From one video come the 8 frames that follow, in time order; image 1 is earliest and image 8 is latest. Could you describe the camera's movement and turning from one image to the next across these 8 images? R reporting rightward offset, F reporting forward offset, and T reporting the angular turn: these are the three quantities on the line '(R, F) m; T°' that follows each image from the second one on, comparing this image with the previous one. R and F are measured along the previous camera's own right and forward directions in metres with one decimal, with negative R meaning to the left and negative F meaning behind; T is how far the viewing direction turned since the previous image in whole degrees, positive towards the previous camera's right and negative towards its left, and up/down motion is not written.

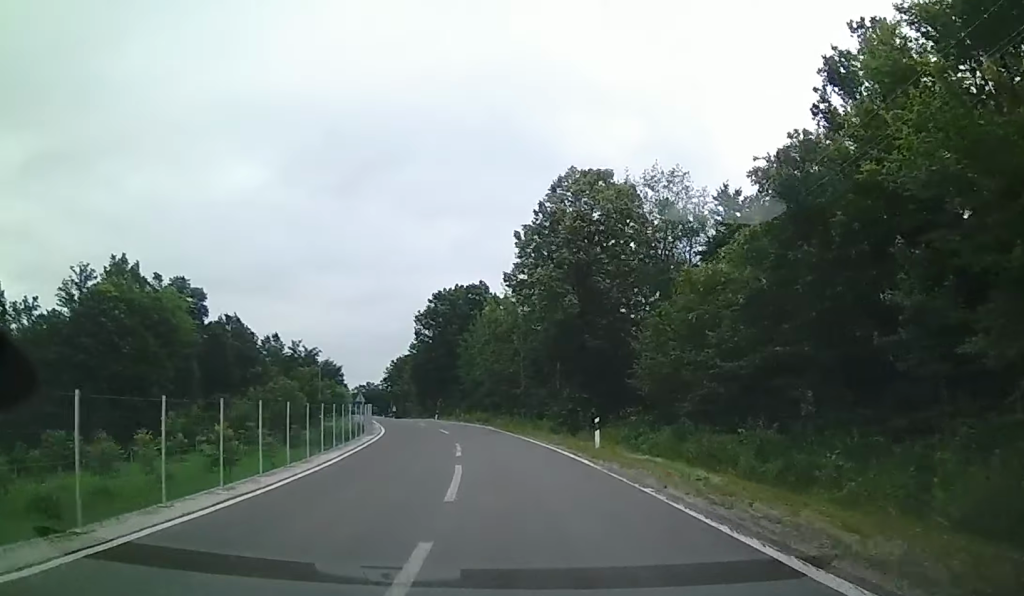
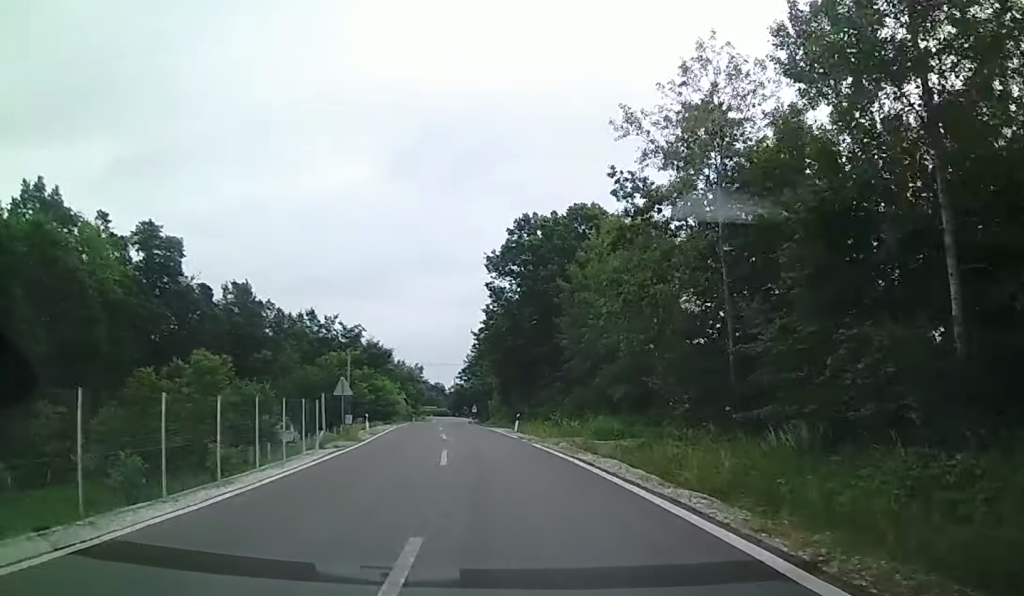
(-2.6, +33.4) m; -9°
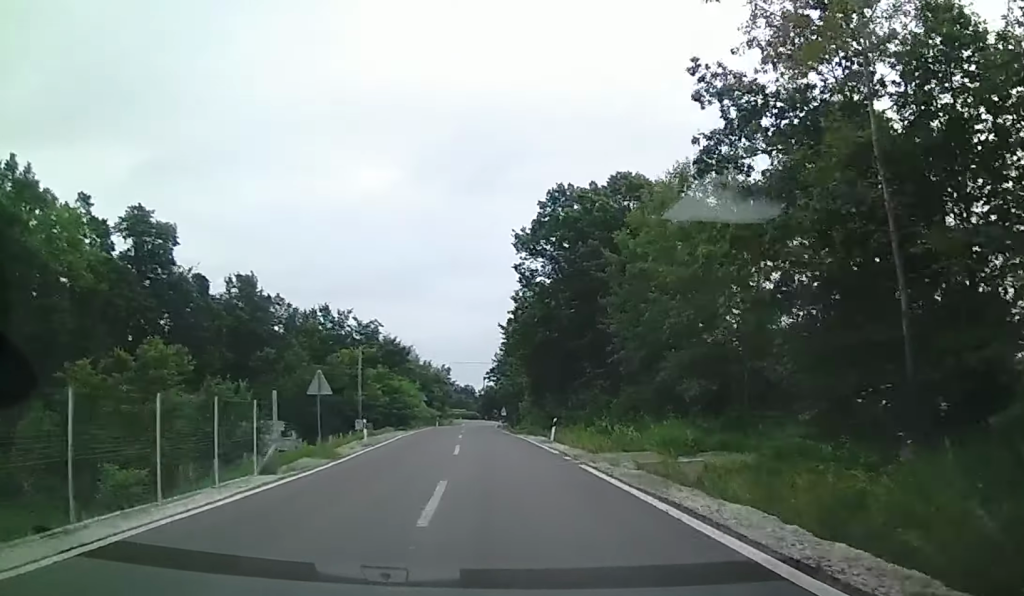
(-0.2, +7.6) m; -1°
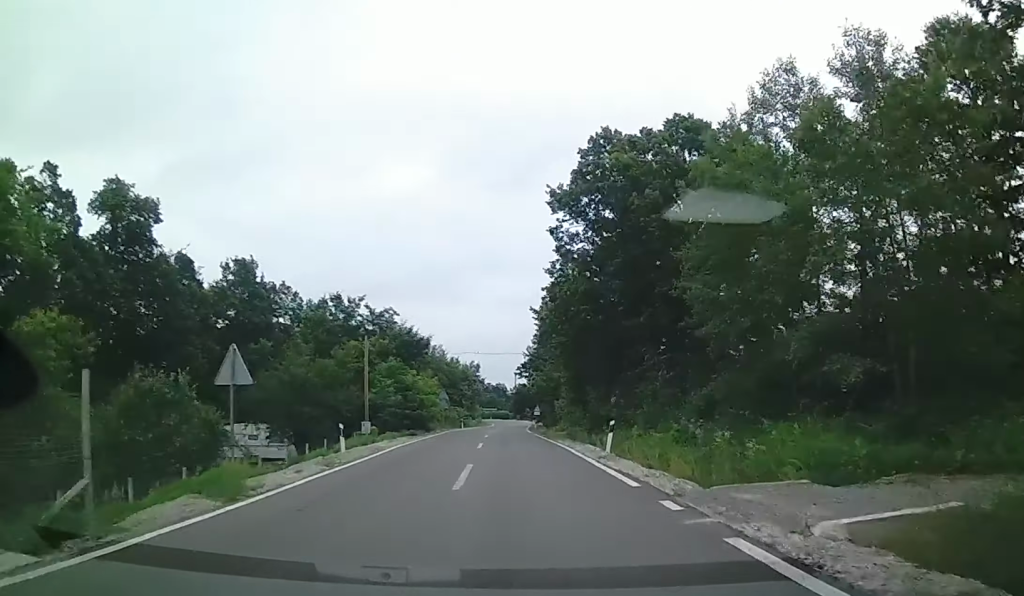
(0.0, +9.1) m; -2°
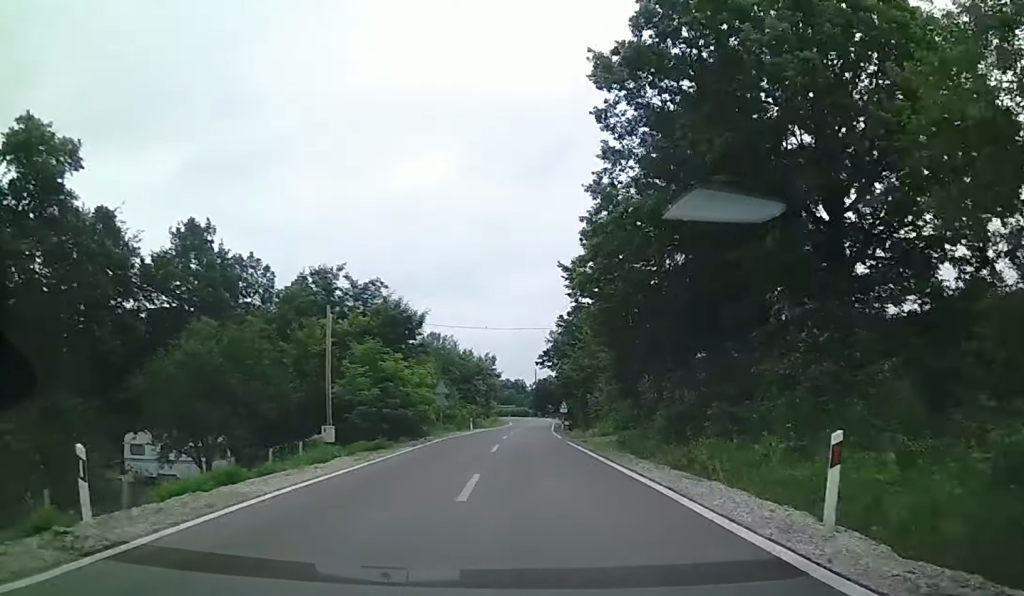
(-0.4, +14.1) m; -2°
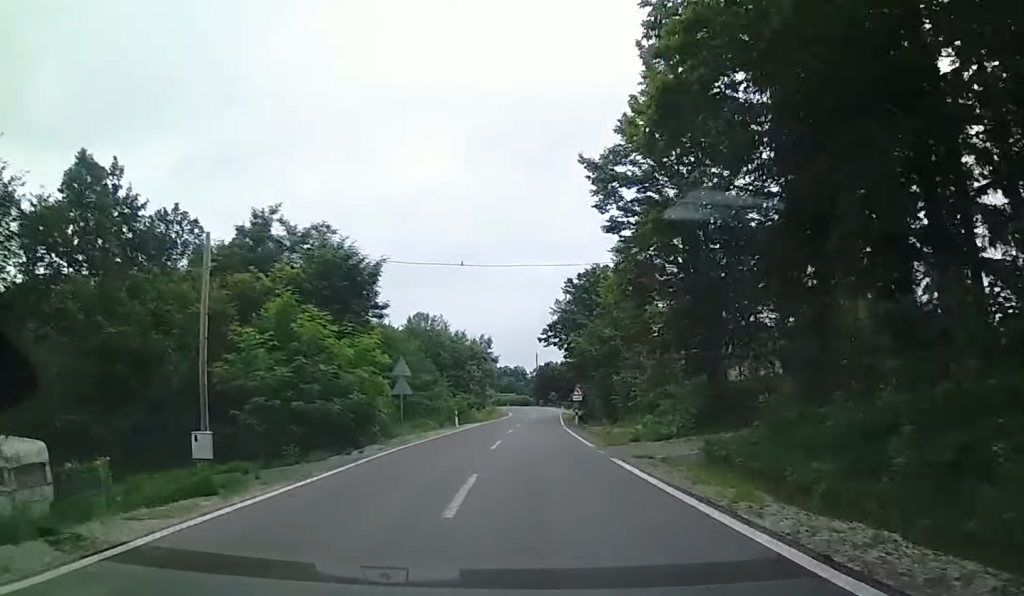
(-0.3, +14.0) m; +1°
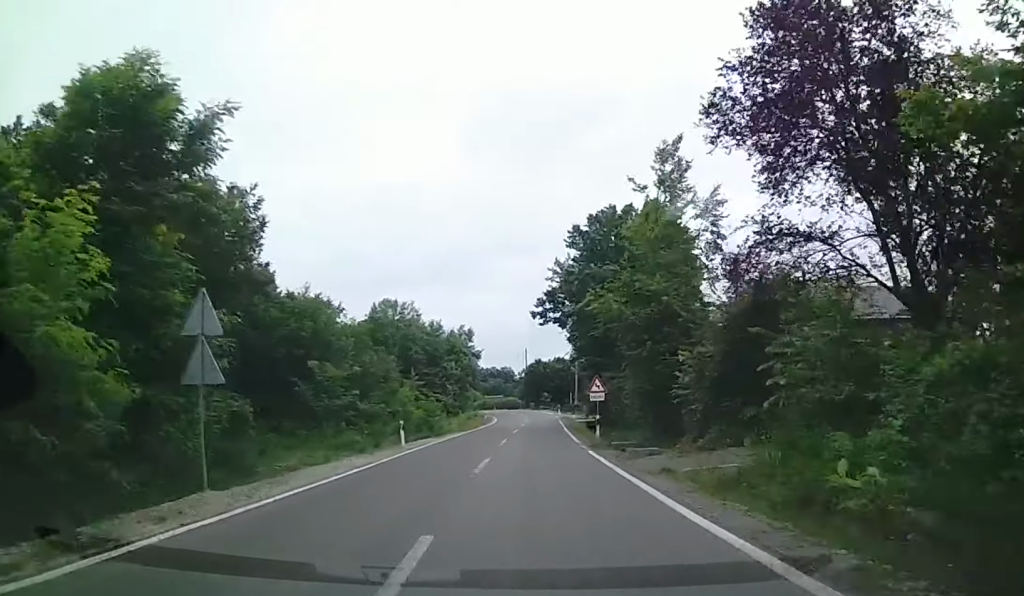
(+0.8, +16.9) m; +3°
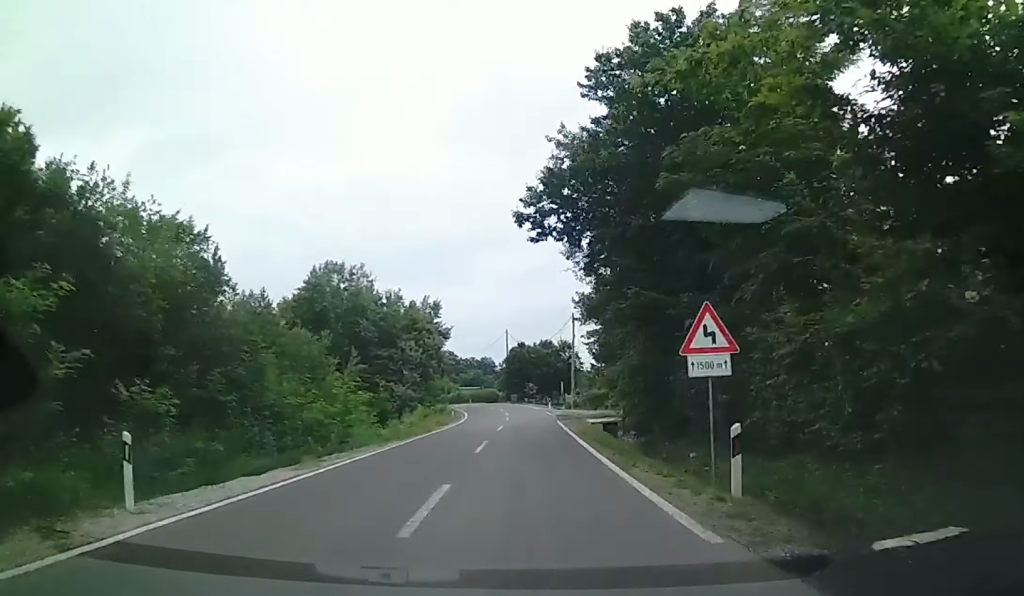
(+0.1, +18.3) m; 0°
